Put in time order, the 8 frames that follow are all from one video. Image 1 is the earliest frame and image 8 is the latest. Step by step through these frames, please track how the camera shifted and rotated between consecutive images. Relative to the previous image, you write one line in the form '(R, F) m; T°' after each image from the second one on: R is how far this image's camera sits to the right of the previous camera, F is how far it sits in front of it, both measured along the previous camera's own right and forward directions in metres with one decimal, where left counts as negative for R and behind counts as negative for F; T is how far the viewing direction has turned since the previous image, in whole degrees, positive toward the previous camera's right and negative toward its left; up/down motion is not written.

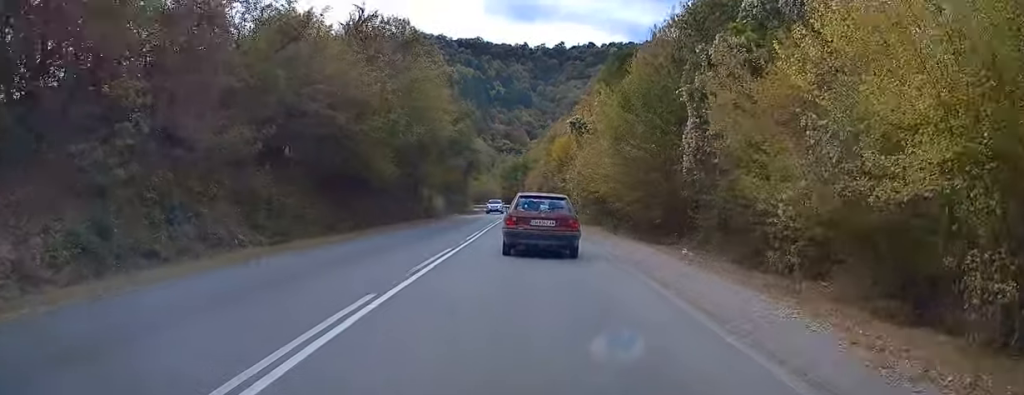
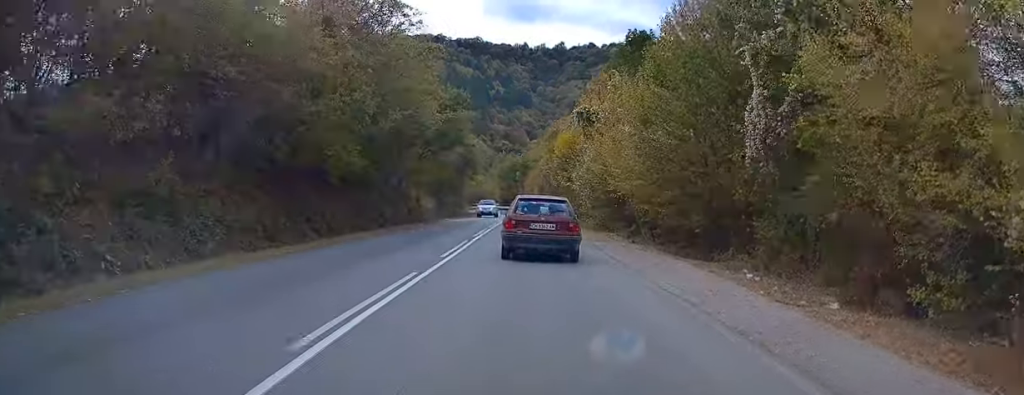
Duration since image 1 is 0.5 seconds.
(-0.2, +6.2) m; 0°
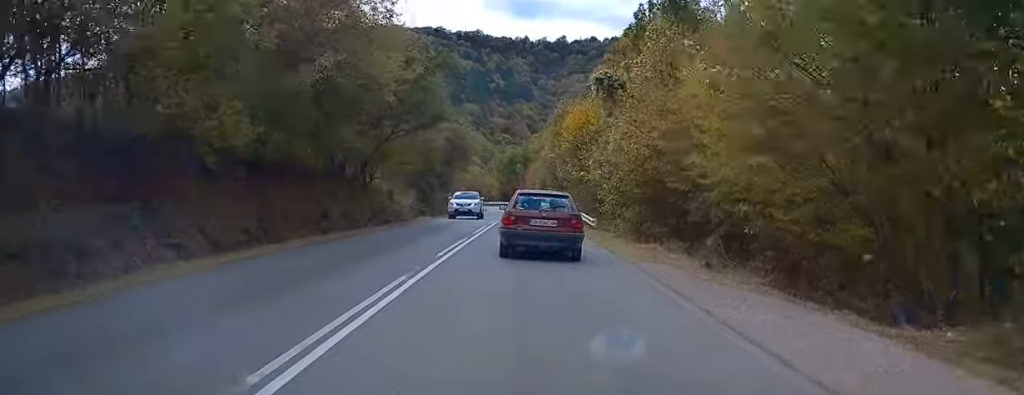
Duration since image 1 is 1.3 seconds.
(+0.1, +10.2) m; +1°
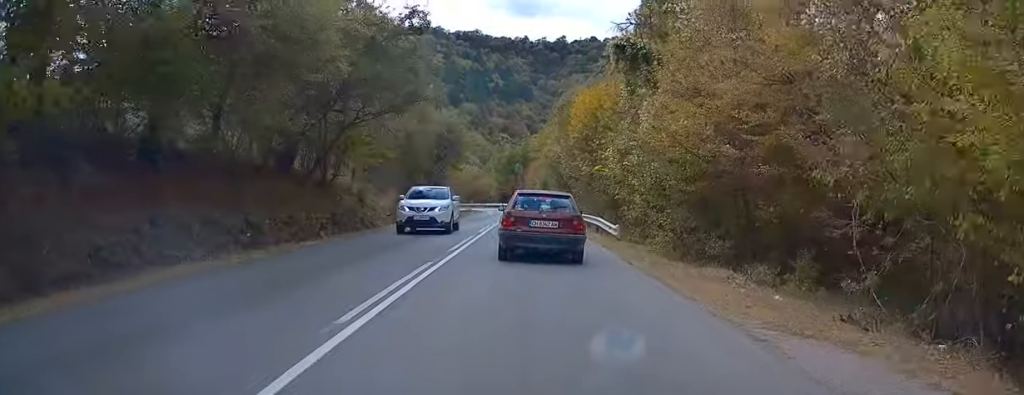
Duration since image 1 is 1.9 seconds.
(+0.1, +6.9) m; +1°
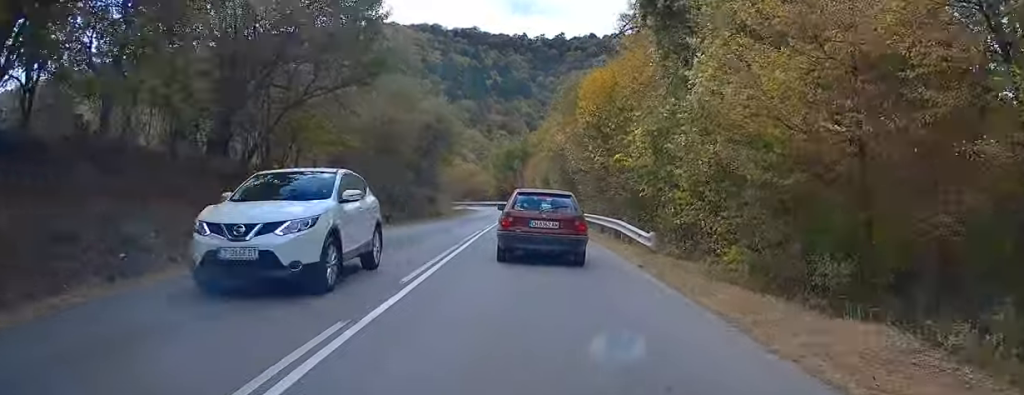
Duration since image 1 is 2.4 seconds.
(0.0, +6.0) m; -1°
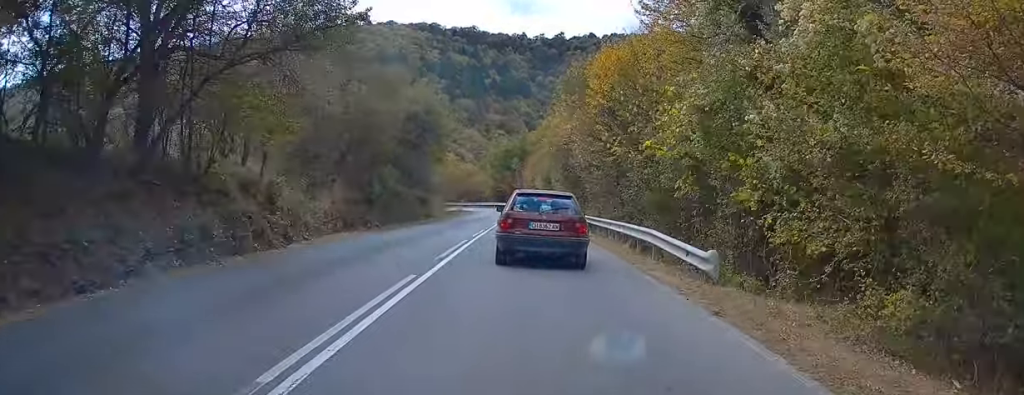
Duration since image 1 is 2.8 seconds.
(+0.1, +5.2) m; -1°
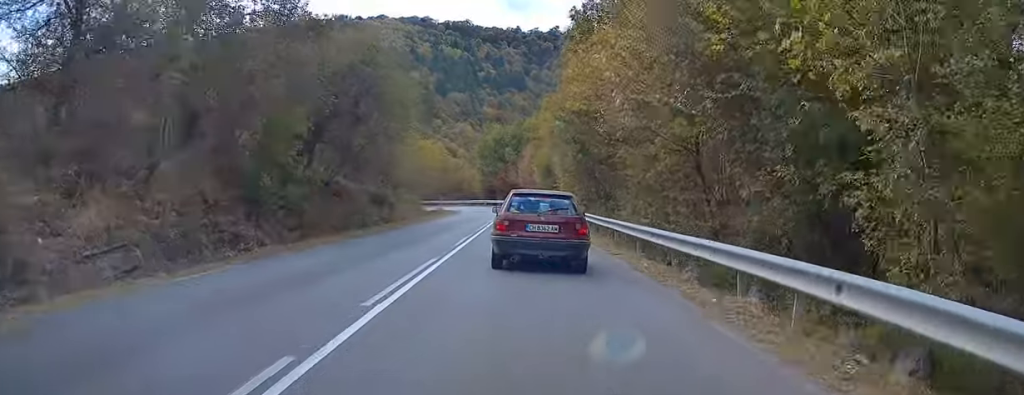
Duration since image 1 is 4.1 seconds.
(-0.4, +14.4) m; 0°
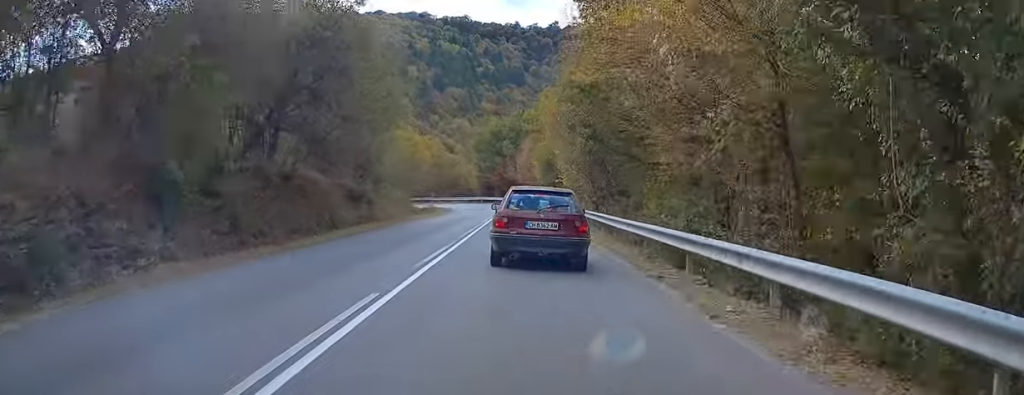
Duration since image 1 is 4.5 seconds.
(0.0, +5.3) m; +2°
